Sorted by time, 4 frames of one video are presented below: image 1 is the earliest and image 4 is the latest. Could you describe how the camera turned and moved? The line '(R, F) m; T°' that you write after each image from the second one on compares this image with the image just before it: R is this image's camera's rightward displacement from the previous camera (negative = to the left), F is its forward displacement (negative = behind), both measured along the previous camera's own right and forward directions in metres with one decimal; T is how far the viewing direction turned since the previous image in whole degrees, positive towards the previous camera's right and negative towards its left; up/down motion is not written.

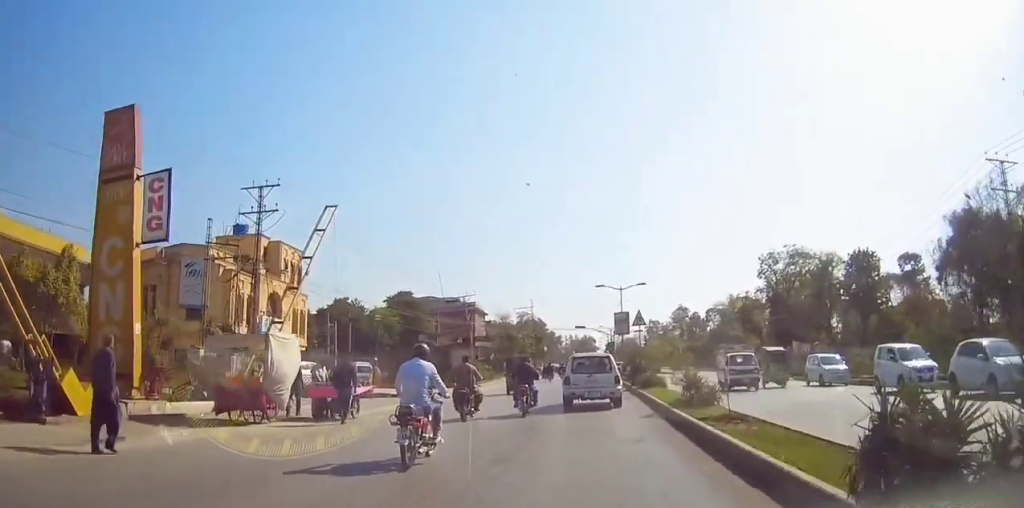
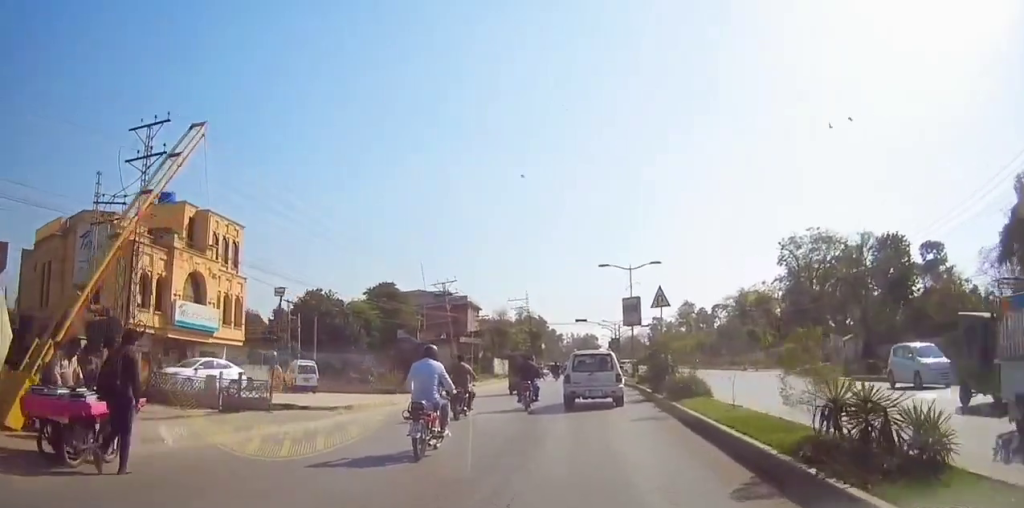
(-0.1, +10.1) m; -2°
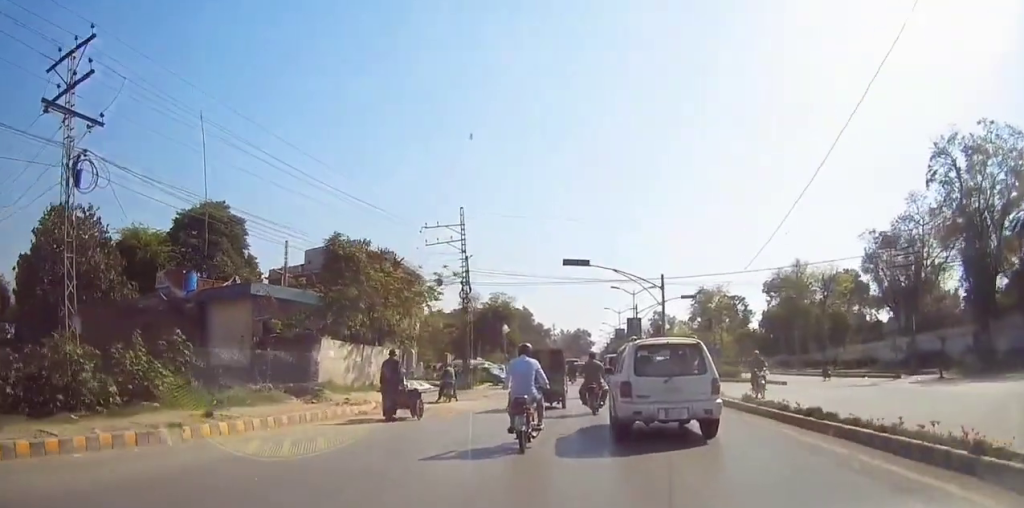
(-0.2, +44.5) m; +1°
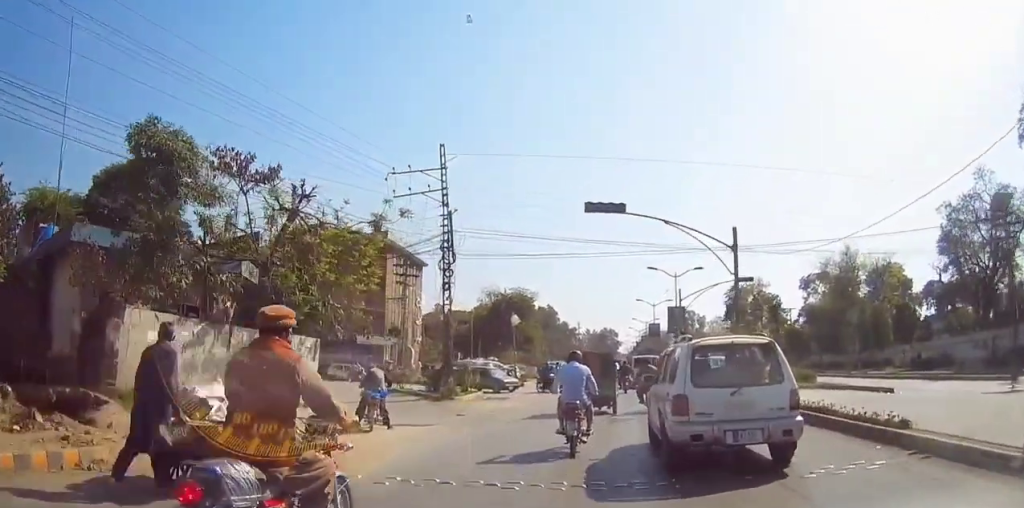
(0.0, +12.2) m; +2°
